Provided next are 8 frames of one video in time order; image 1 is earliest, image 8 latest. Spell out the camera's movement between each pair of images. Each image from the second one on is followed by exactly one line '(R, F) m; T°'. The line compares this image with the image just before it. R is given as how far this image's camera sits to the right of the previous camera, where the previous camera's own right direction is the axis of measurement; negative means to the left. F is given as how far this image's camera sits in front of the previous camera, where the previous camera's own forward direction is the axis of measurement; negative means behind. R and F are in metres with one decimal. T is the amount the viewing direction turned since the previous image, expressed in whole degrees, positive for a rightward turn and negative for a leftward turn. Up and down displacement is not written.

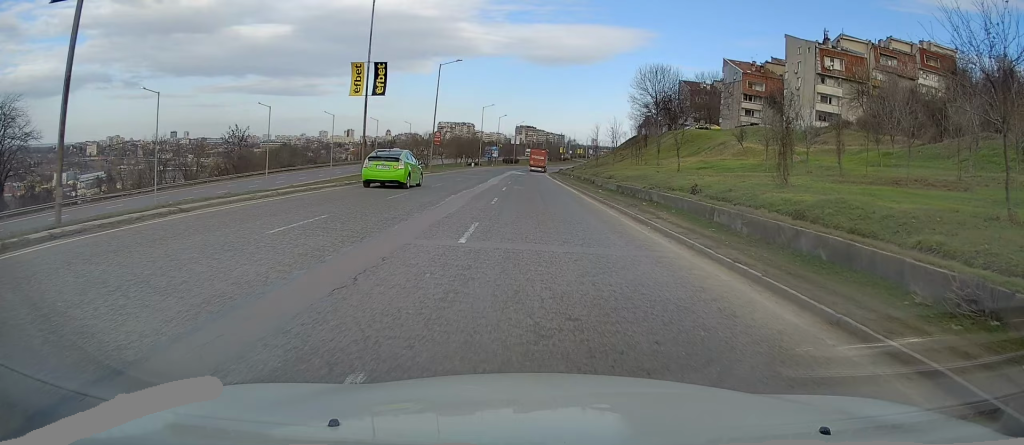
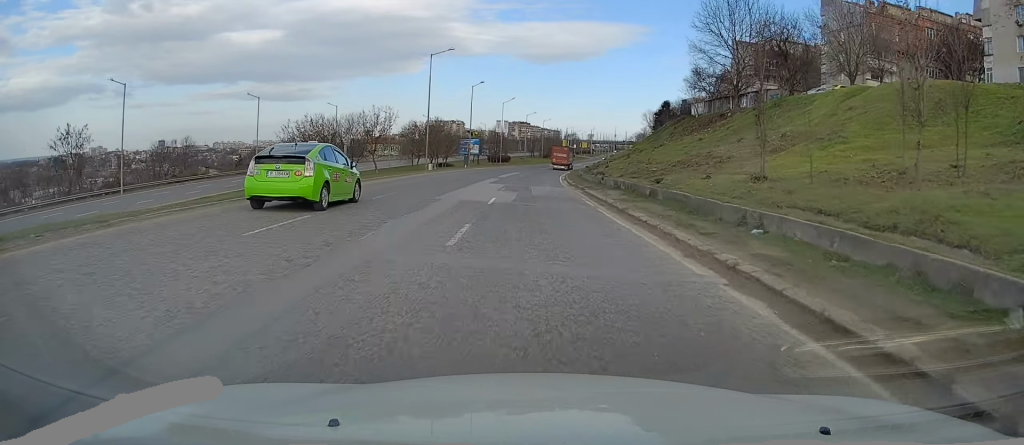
(+0.3, +54.7) m; 0°
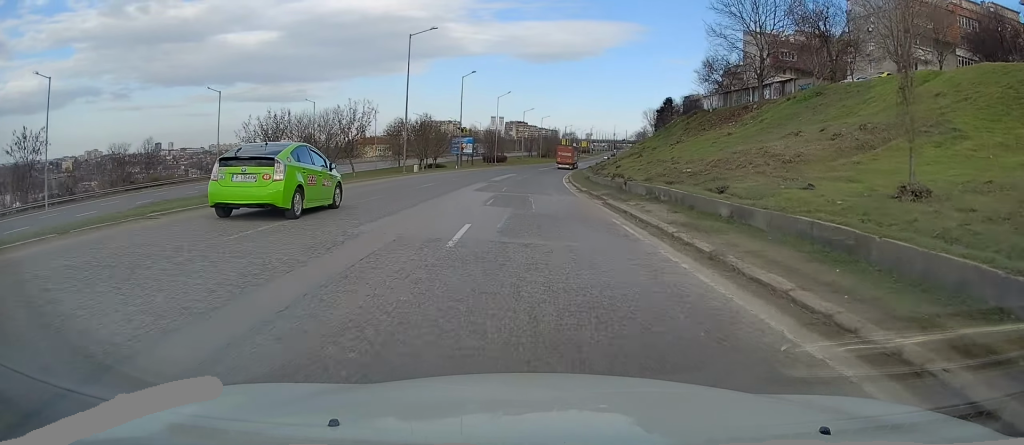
(0.0, +9.1) m; 0°
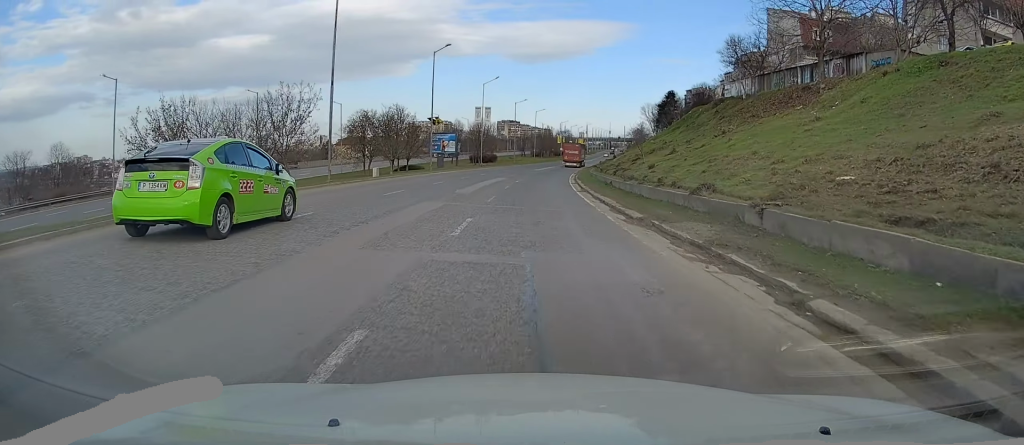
(0.0, +16.8) m; +1°
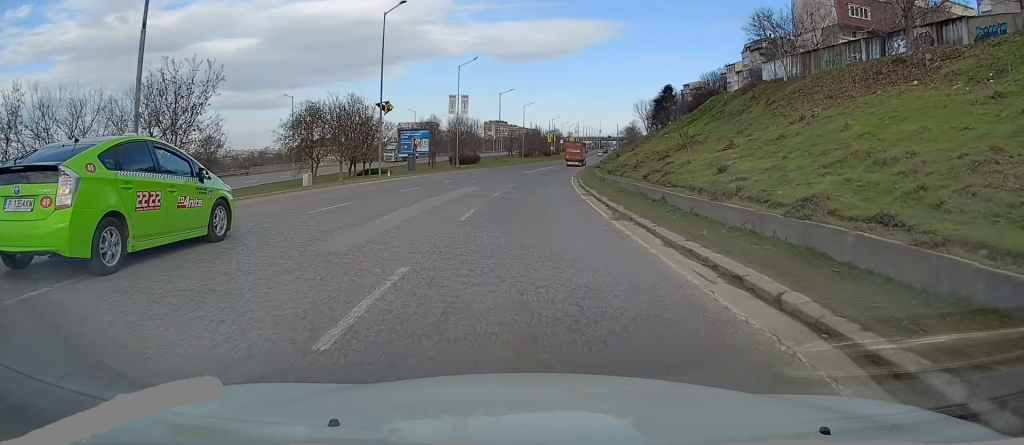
(+0.2, +15.4) m; +1°
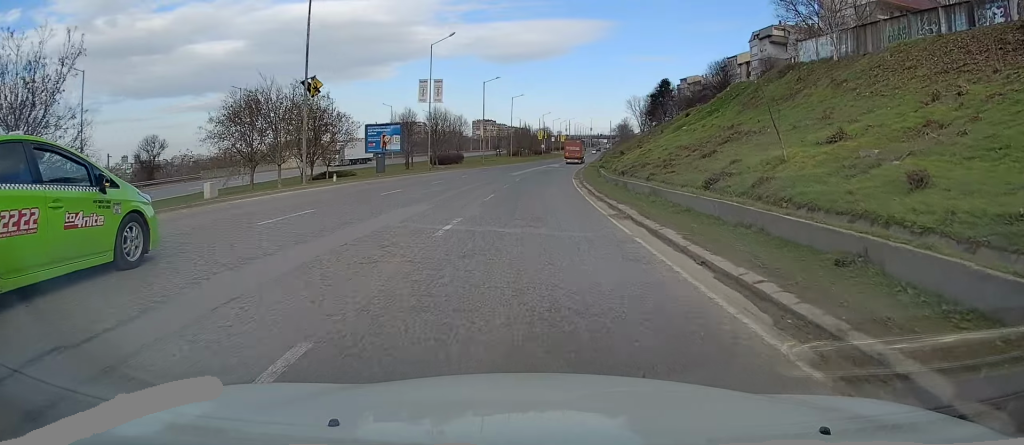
(+0.1, +12.1) m; +1°
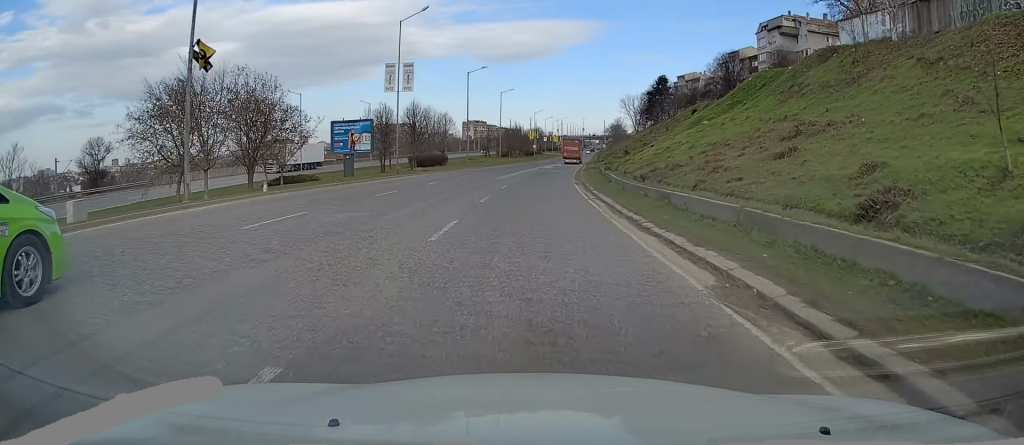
(0.0, +9.5) m; +1°
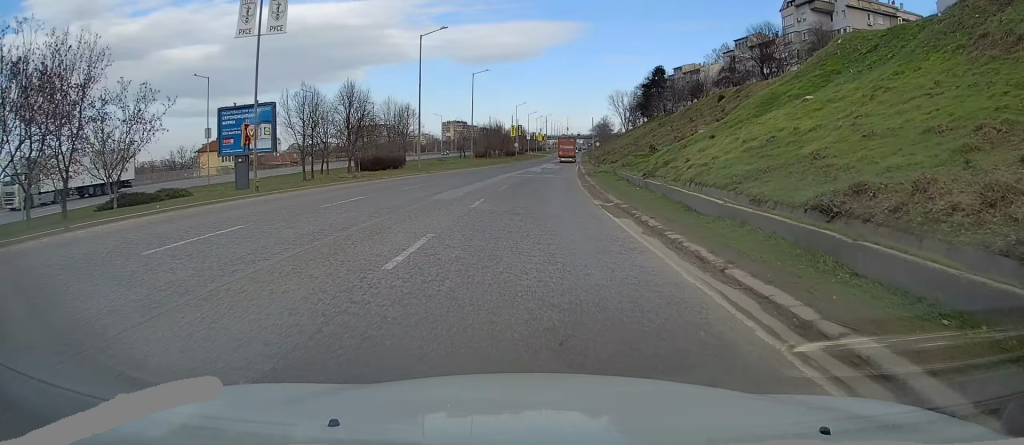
(+0.2, +20.7) m; +2°
